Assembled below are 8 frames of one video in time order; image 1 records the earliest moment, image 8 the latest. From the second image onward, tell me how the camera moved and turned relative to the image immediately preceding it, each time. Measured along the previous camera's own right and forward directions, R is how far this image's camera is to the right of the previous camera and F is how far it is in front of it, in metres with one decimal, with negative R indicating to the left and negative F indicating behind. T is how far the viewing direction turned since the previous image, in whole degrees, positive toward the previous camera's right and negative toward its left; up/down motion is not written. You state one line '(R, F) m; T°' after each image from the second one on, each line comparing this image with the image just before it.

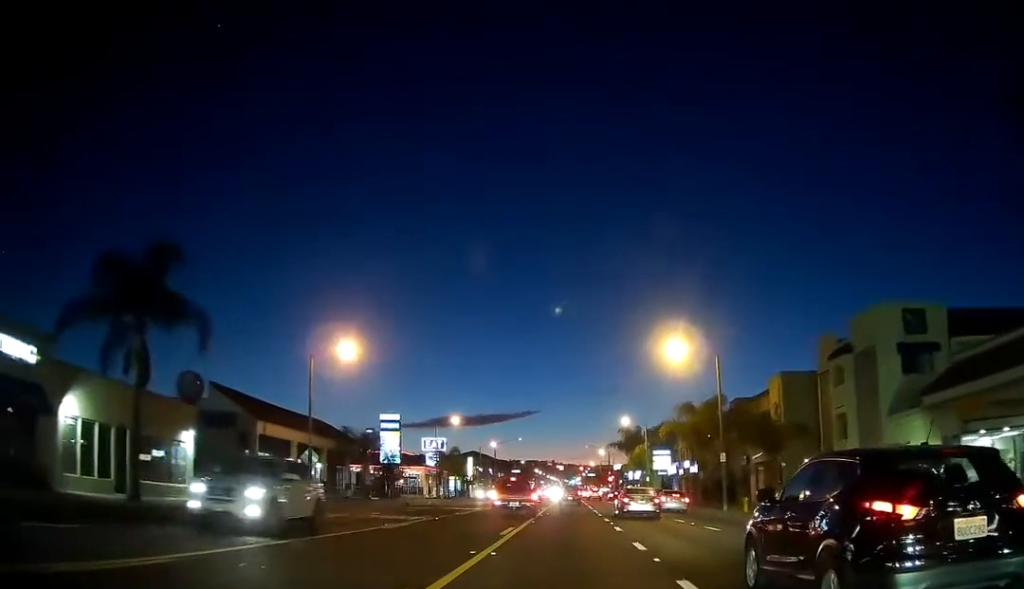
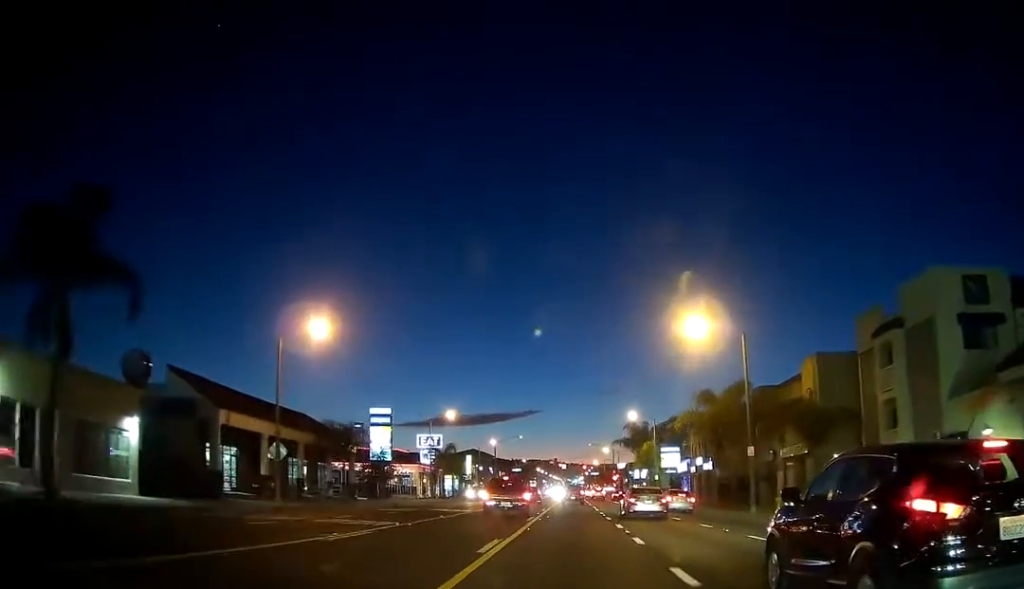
(0.0, +5.6) m; 0°
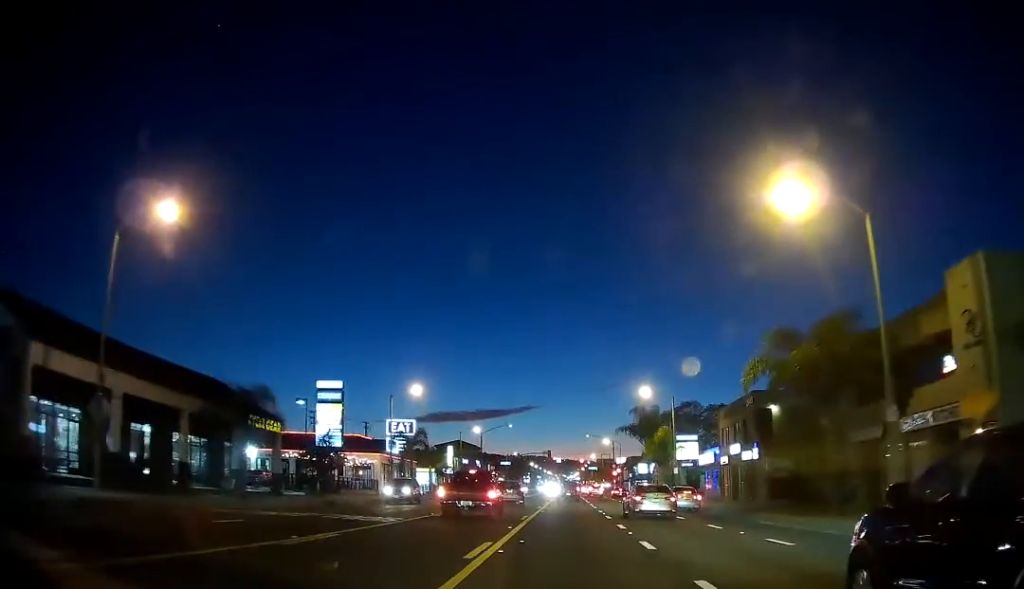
(0.0, +16.3) m; 0°
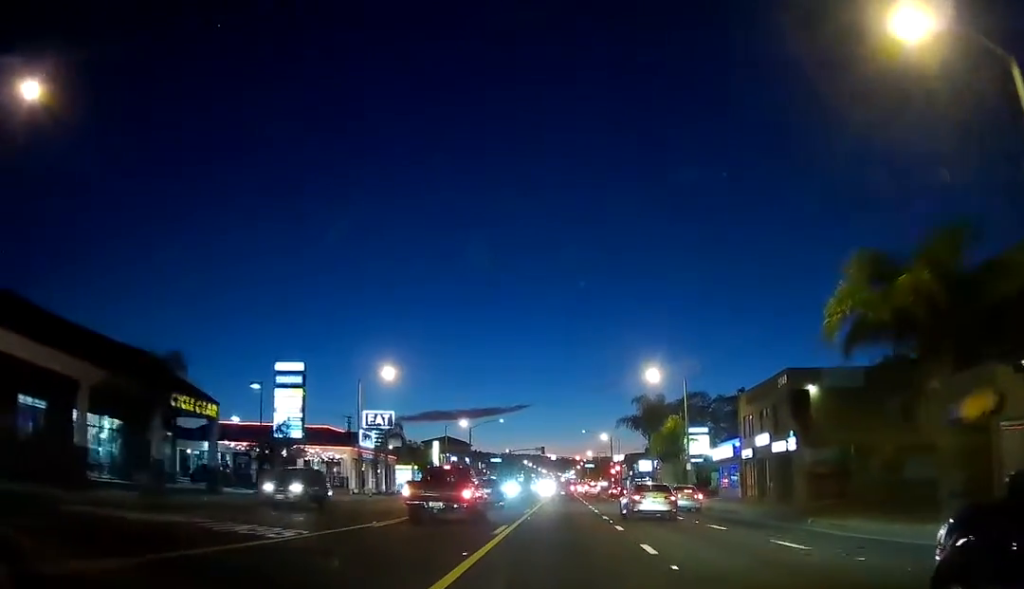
(0.0, +9.1) m; 0°
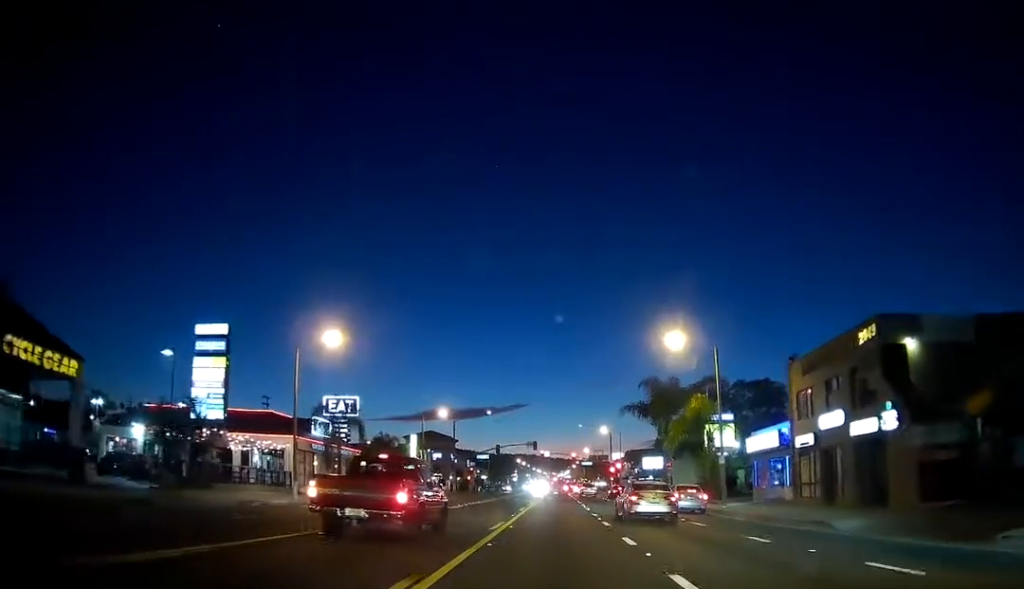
(+0.1, +13.3) m; 0°
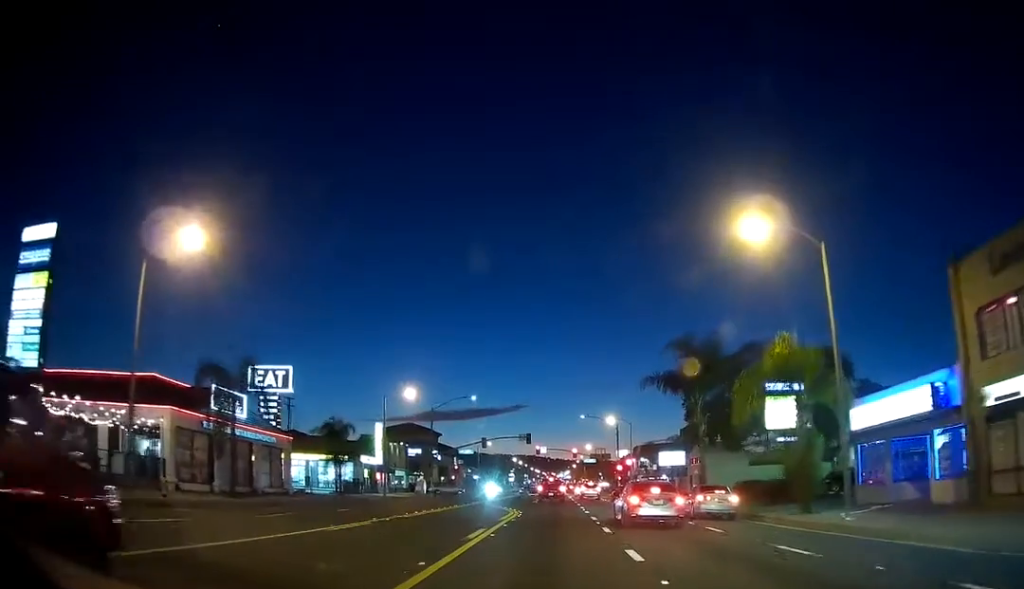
(+0.2, +19.0) m; +1°
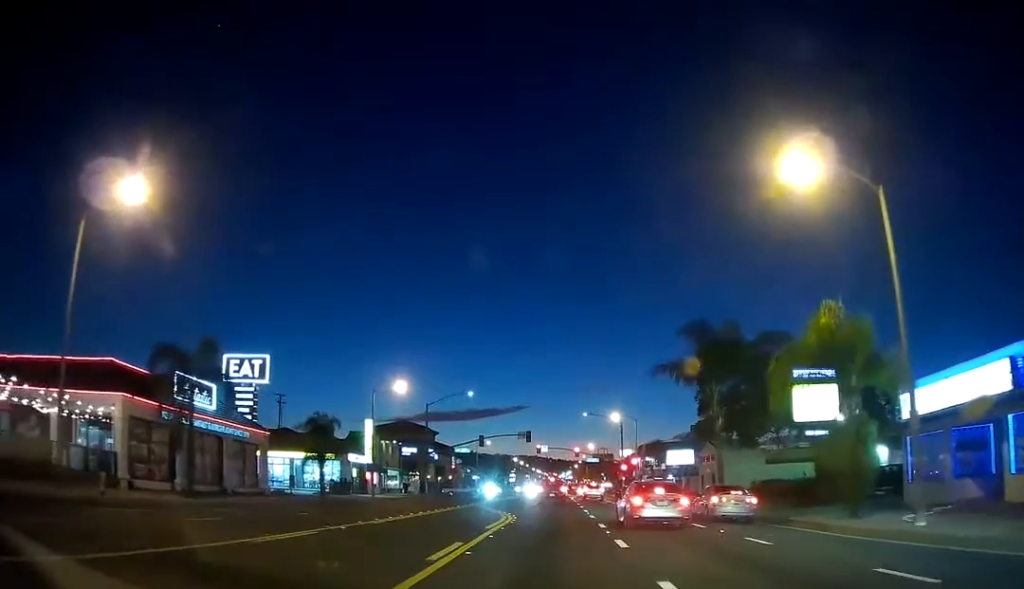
(+0.1, +5.4) m; 0°
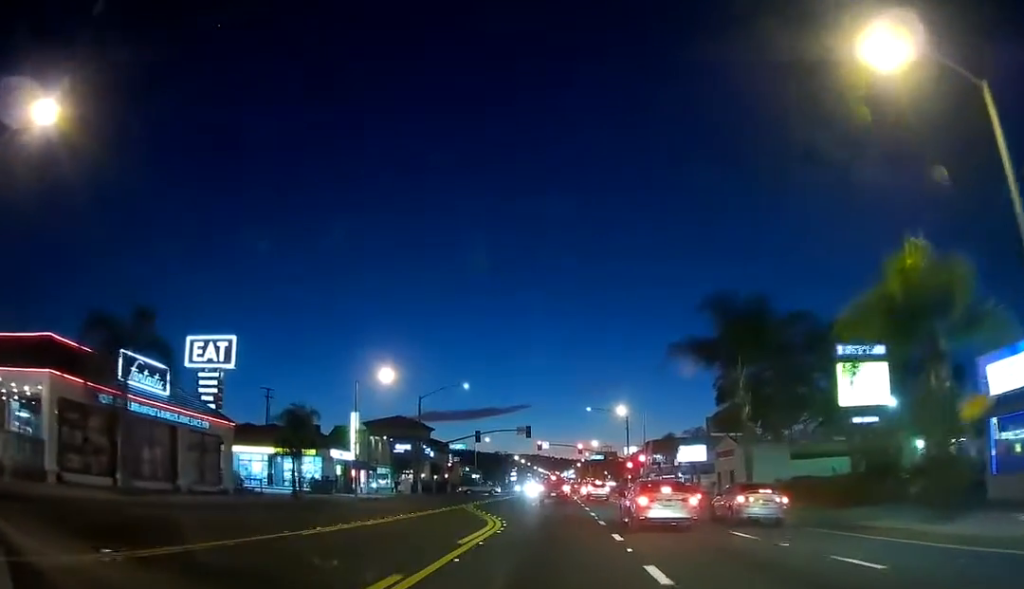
(0.0, +6.0) m; 0°
